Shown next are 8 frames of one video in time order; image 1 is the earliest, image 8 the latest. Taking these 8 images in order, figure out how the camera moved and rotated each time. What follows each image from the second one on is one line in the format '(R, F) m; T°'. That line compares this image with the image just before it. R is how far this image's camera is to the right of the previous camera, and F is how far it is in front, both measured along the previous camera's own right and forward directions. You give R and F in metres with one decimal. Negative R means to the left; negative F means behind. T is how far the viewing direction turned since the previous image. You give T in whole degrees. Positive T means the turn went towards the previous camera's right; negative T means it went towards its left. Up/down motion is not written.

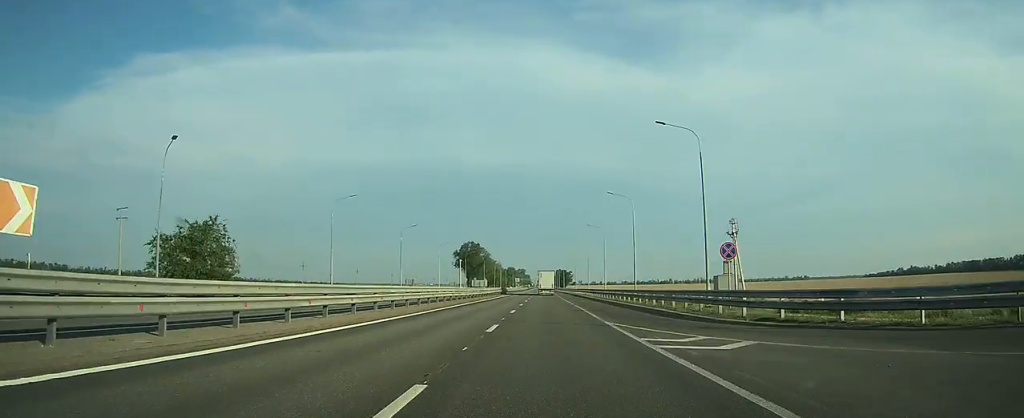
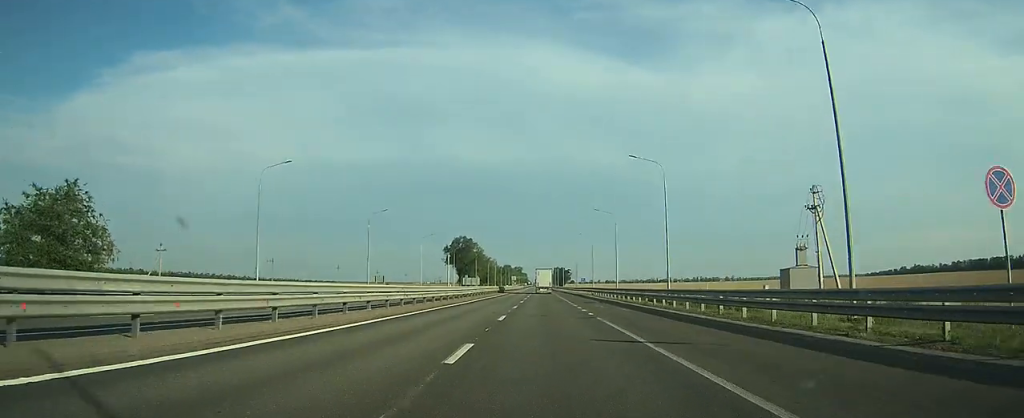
(0.0, +17.0) m; 0°
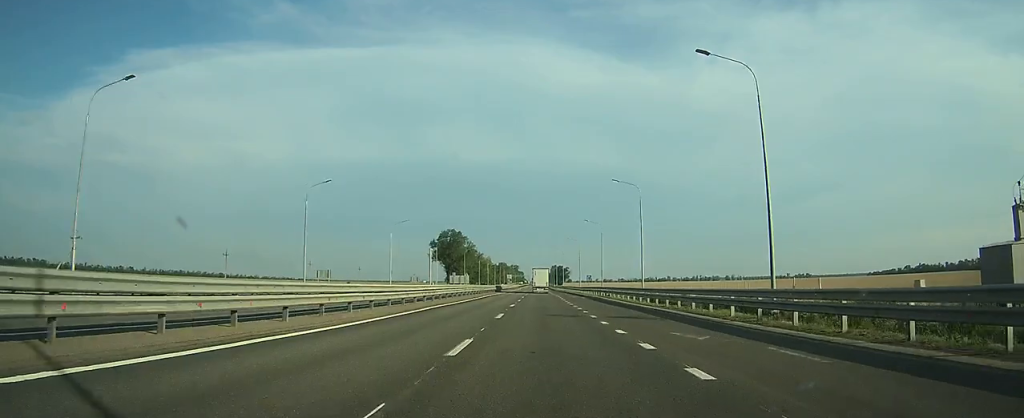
(0.0, +22.2) m; 0°
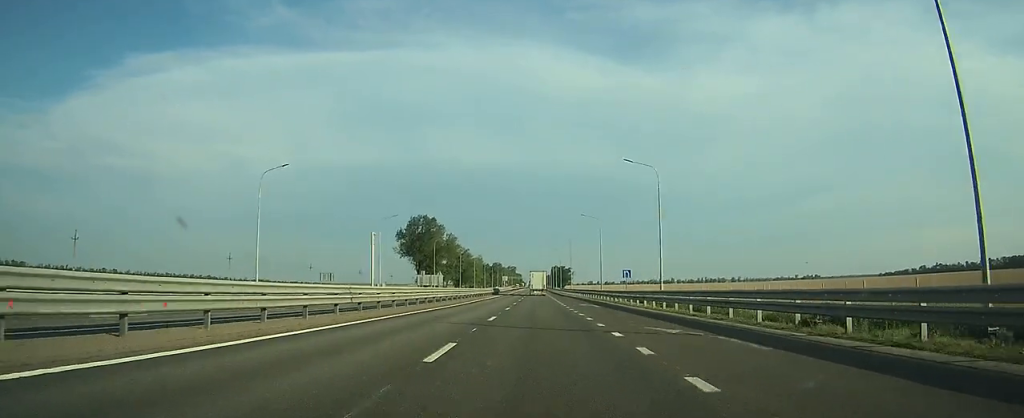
(+0.1, +54.7) m; 0°
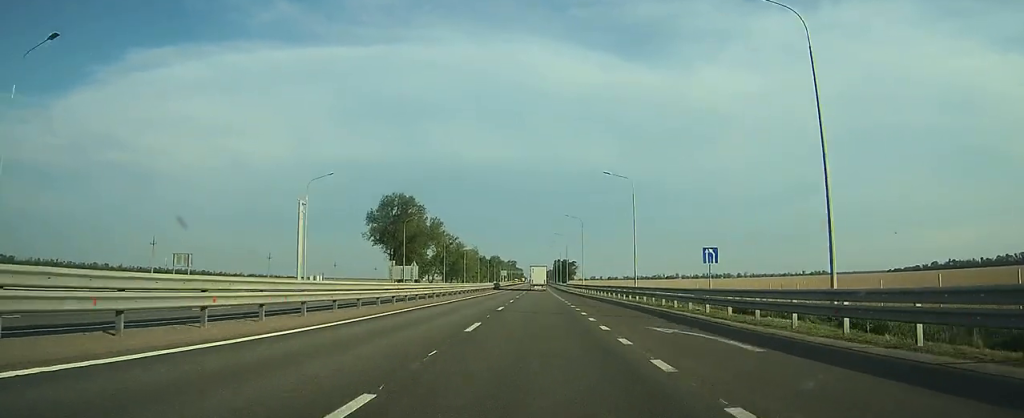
(0.0, +33.7) m; 0°
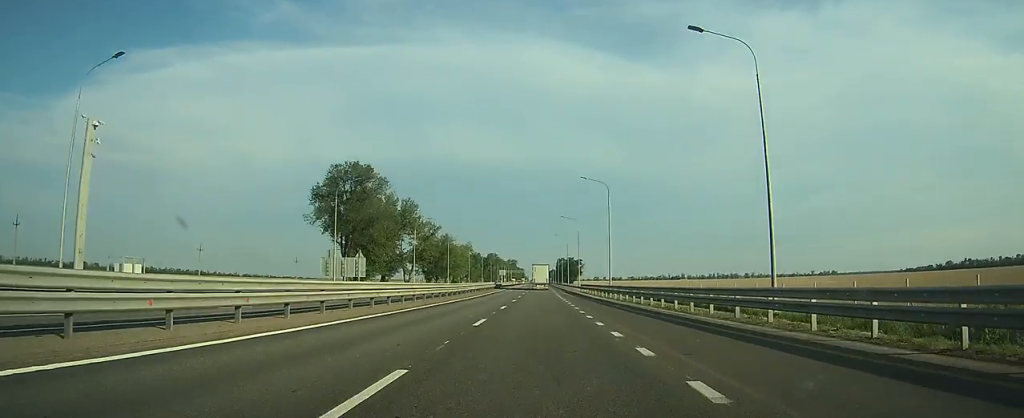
(0.0, +37.1) m; 0°
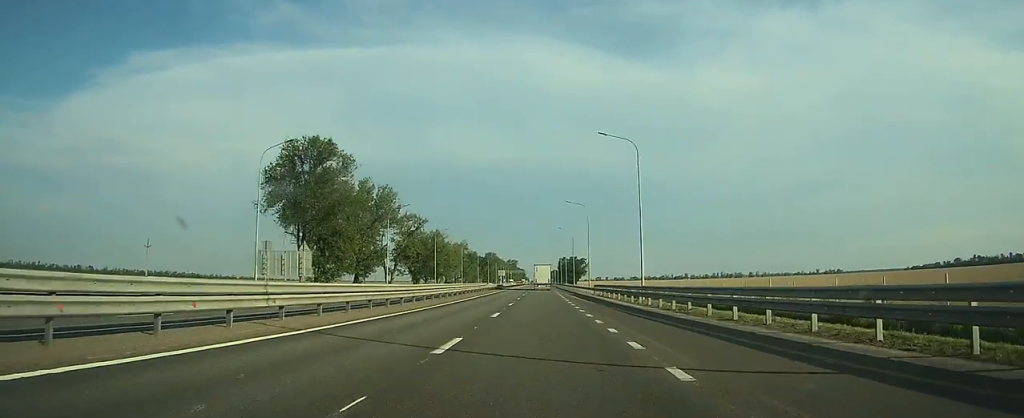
(0.0, +19.4) m; 0°
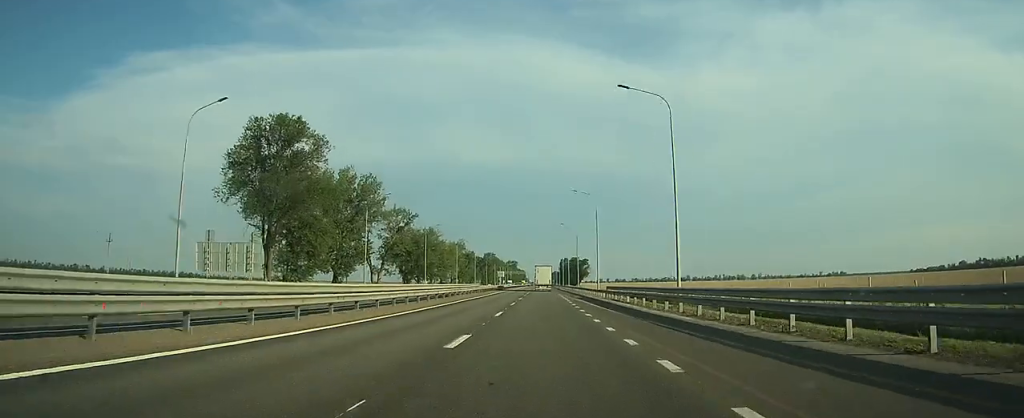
(0.0, +11.4) m; 0°
